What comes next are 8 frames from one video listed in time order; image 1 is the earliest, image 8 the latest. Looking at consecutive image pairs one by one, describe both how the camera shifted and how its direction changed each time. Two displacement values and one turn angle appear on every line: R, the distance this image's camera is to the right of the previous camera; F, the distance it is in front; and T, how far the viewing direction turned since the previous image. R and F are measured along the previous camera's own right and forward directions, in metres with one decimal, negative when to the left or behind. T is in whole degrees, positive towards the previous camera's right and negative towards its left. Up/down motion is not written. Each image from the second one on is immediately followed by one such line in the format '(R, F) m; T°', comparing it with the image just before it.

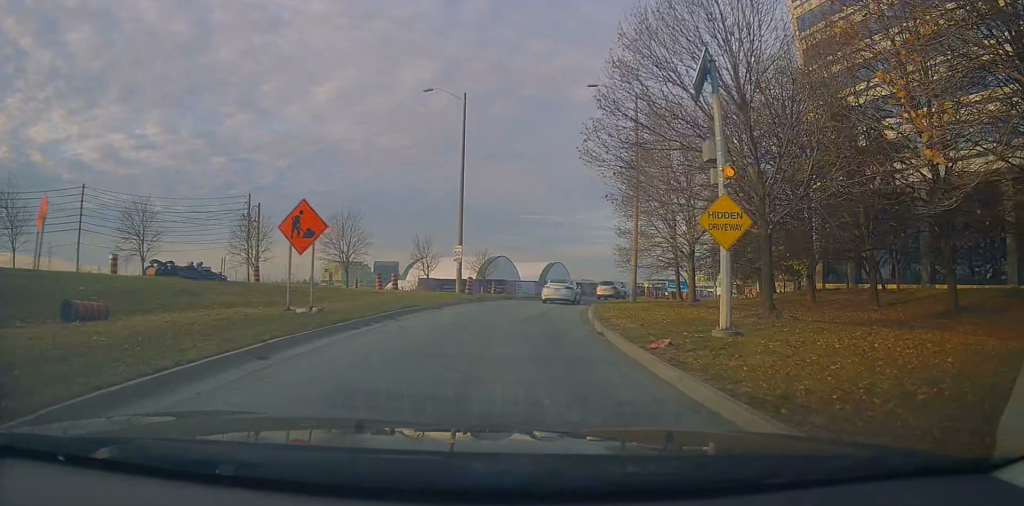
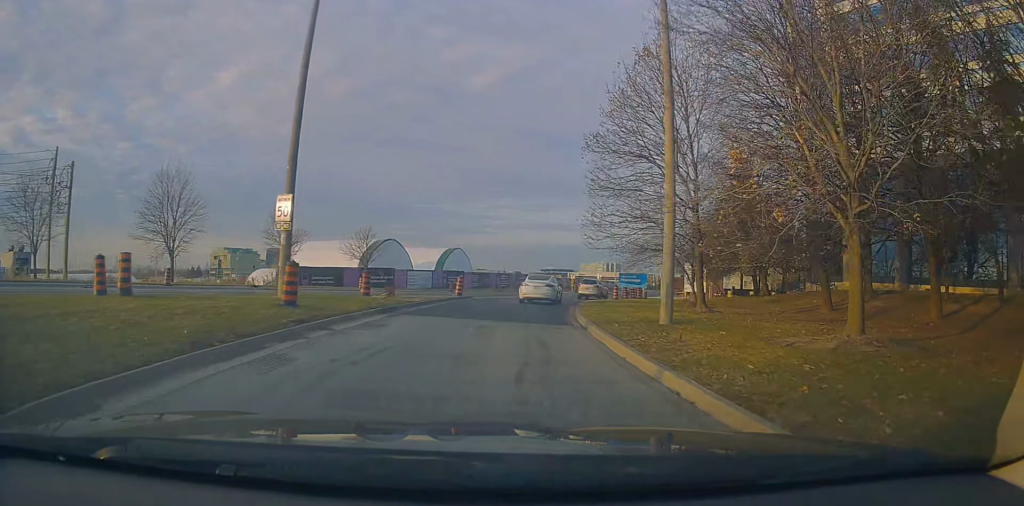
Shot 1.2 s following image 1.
(+2.0, +18.7) m; +11°
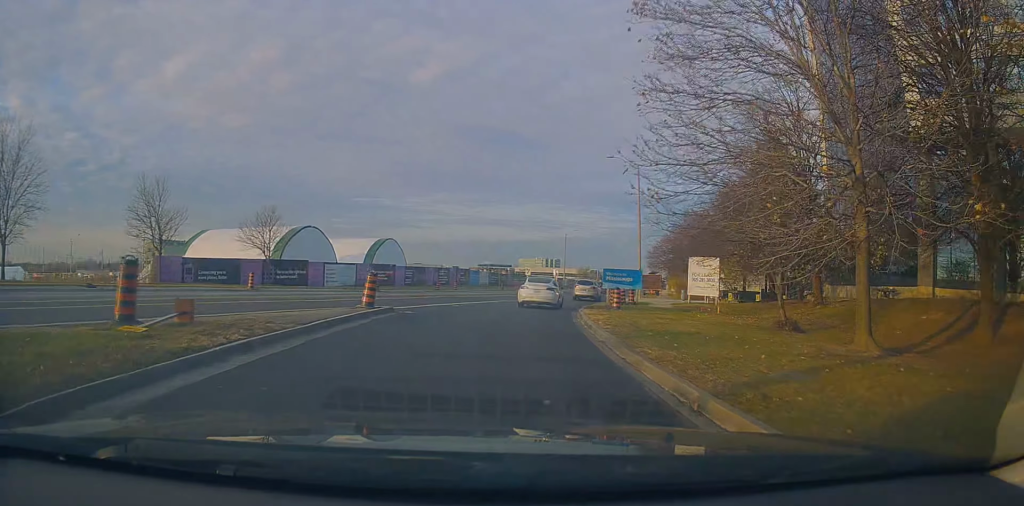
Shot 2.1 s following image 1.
(+0.7, +13.3) m; +7°
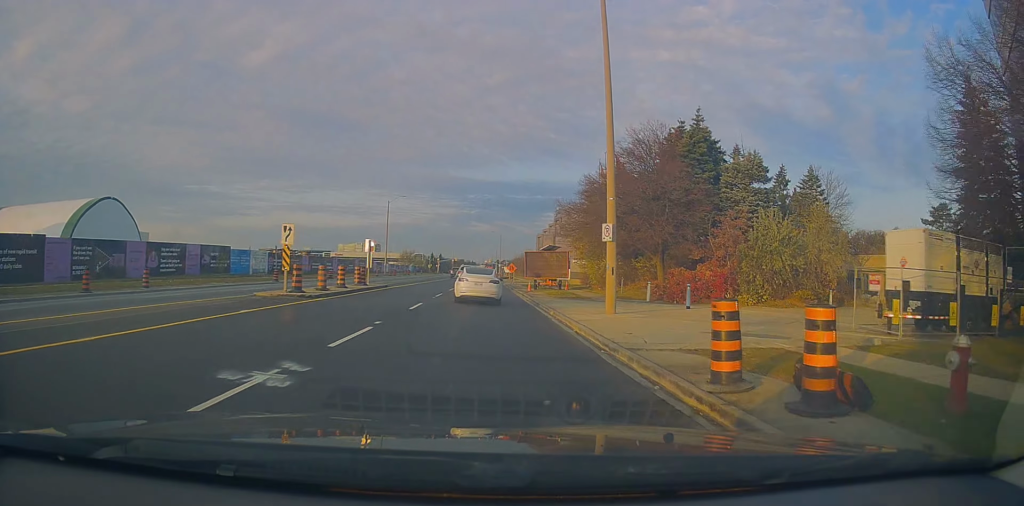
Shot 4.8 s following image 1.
(+6.0, +37.6) m; +15°
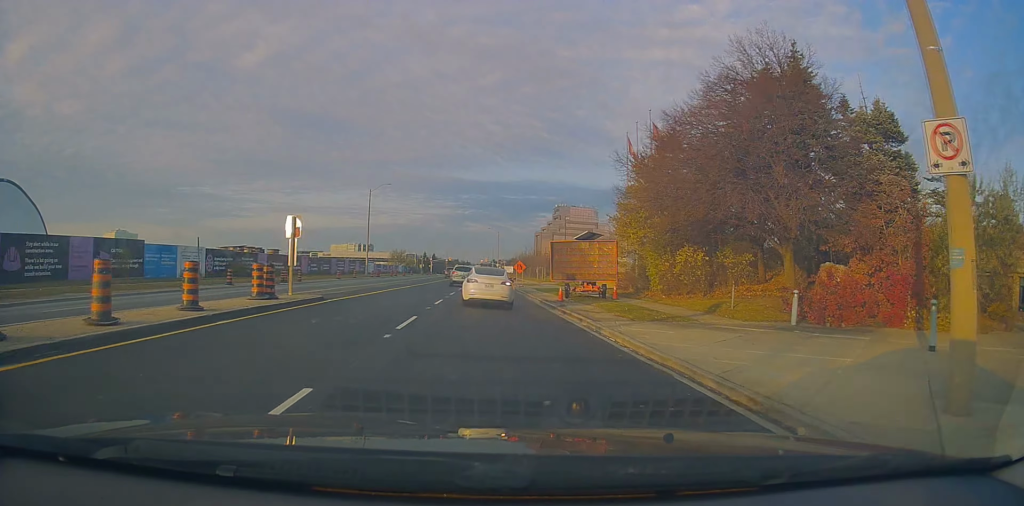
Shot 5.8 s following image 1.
(+0.4, +14.9) m; +1°
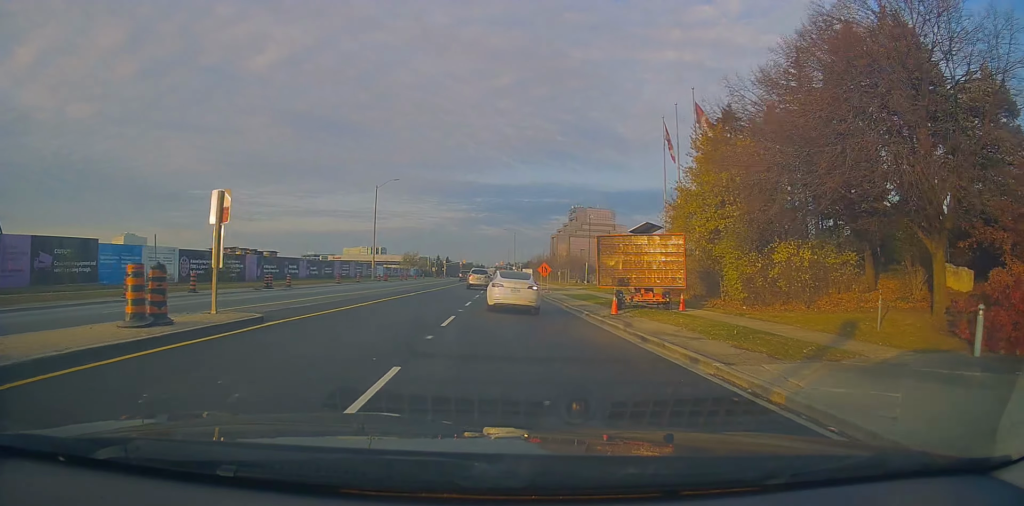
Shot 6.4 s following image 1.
(0.0, +7.5) m; -1°
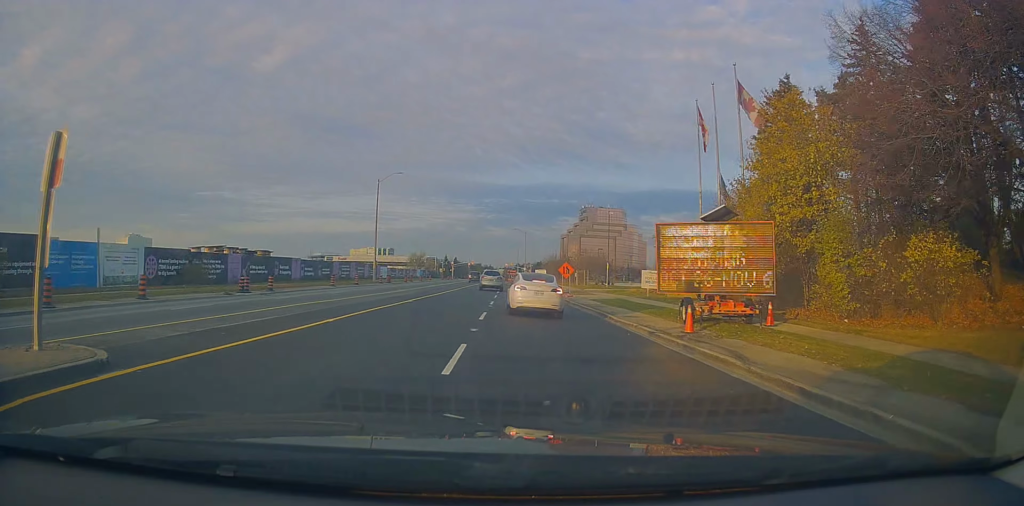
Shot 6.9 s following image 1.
(-0.1, +6.1) m; -2°
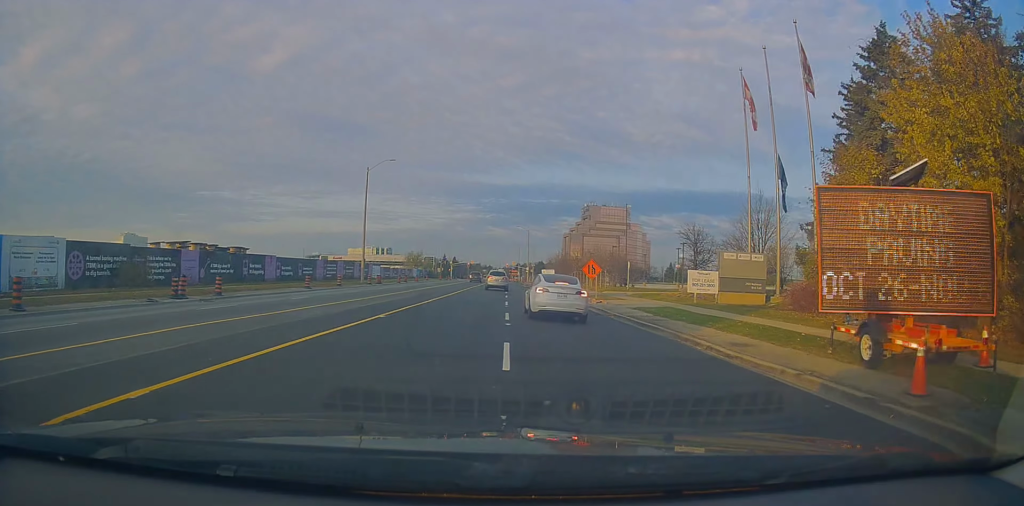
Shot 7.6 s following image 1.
(-0.1, +8.4) m; -2°
